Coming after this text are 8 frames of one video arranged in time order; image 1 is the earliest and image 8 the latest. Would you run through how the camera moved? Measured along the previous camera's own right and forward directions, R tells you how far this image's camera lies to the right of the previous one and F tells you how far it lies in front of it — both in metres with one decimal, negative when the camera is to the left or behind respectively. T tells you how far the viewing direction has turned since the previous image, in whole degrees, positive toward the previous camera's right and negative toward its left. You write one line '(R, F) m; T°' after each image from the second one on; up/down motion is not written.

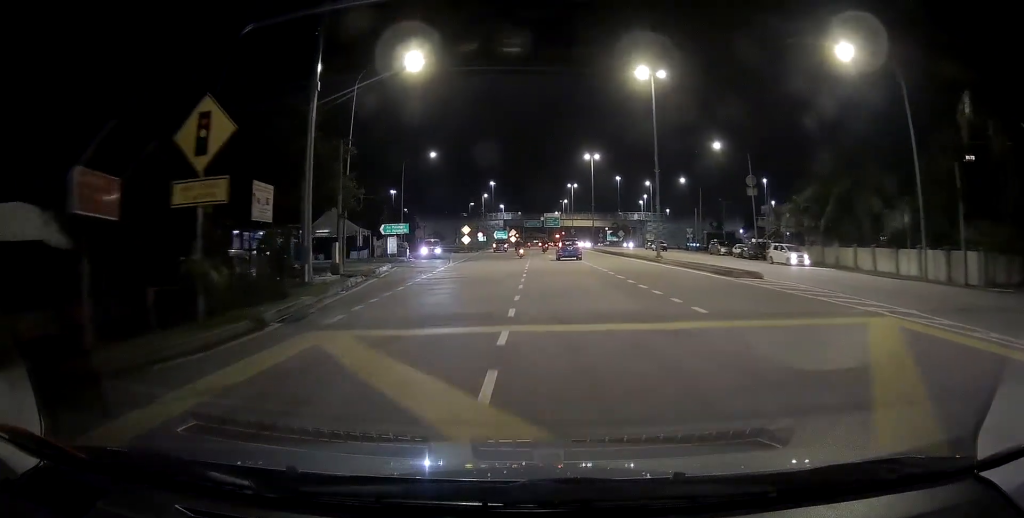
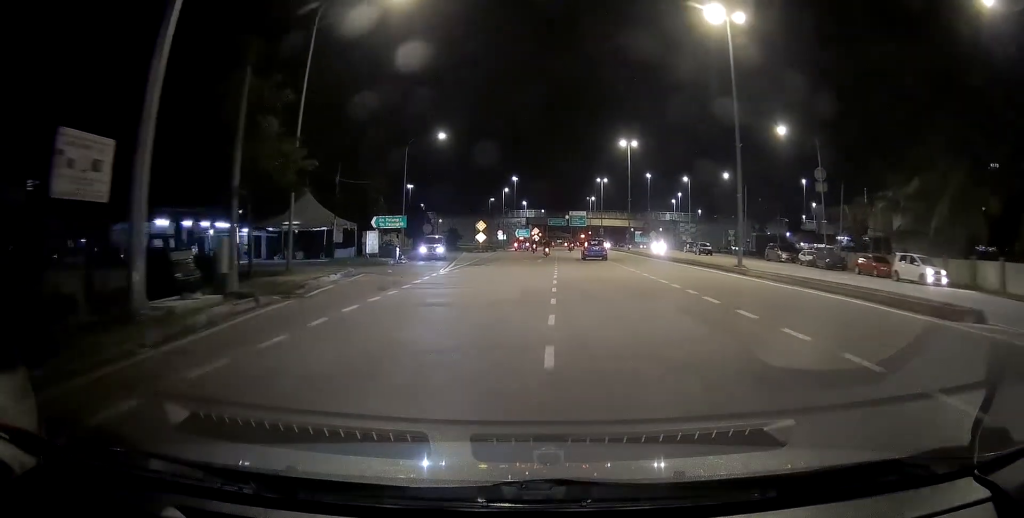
(-0.3, +10.9) m; -3°
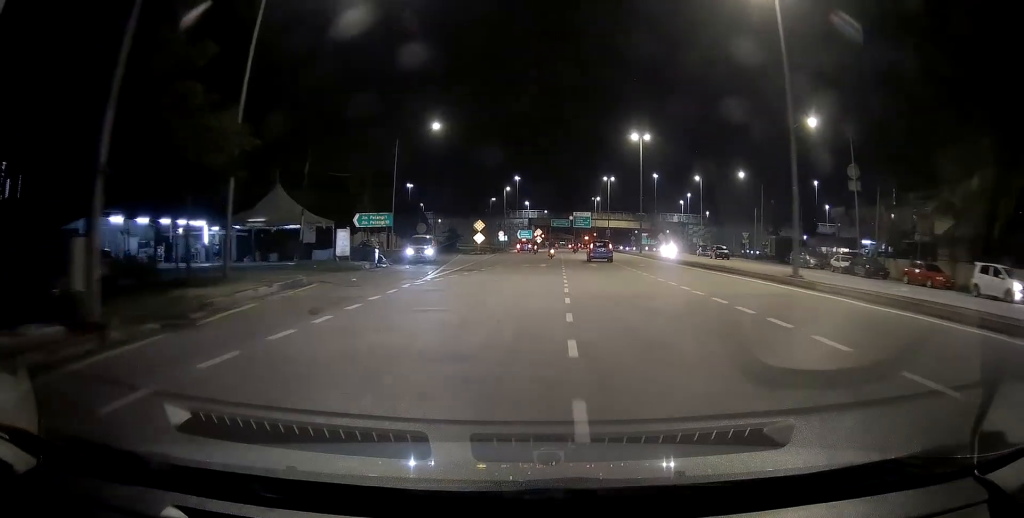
(0.0, +5.6) m; -1°
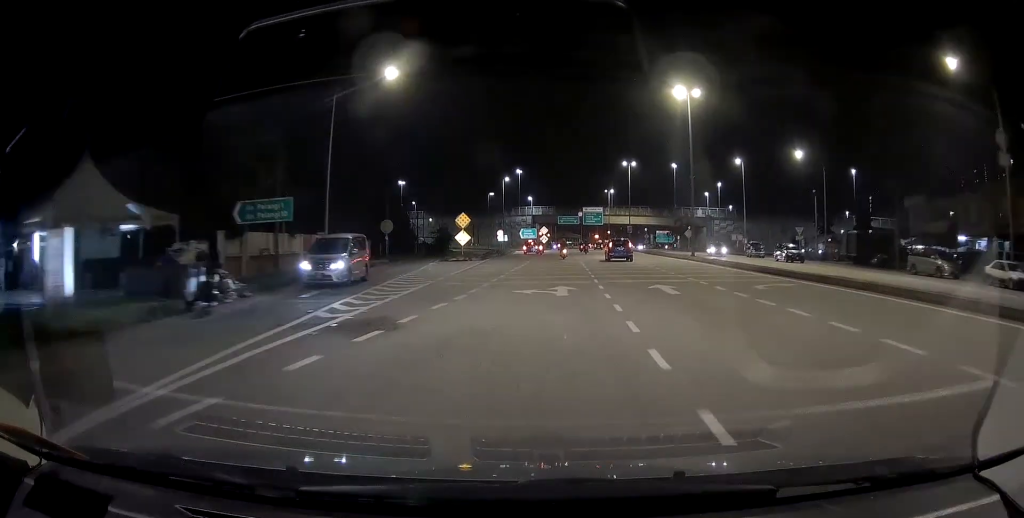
(-0.3, +18.1) m; -2°
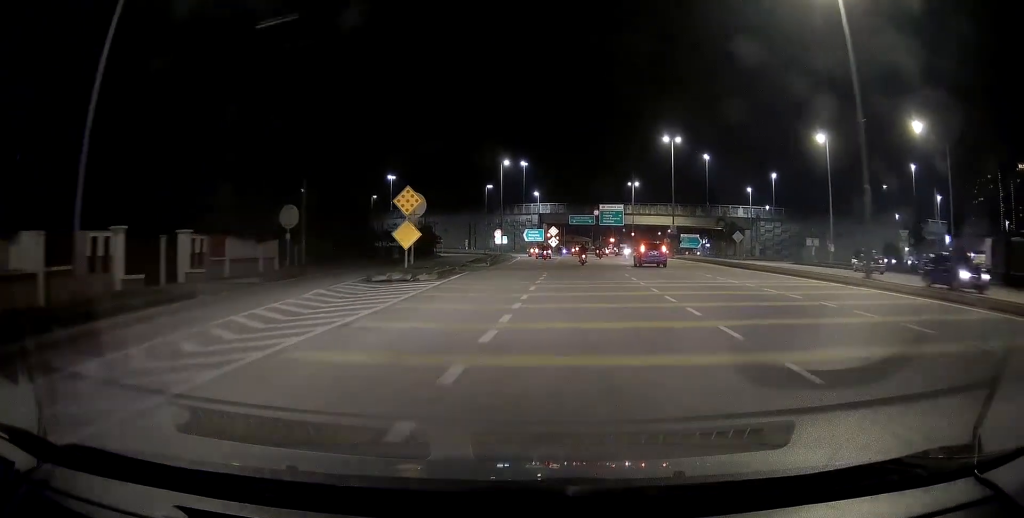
(-0.2, +22.6) m; -1°
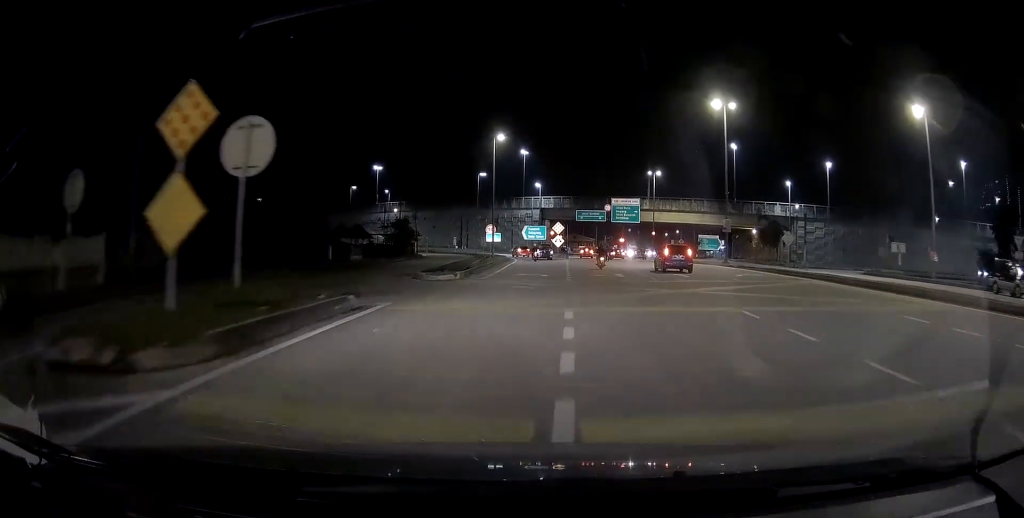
(0.0, +16.7) m; 0°
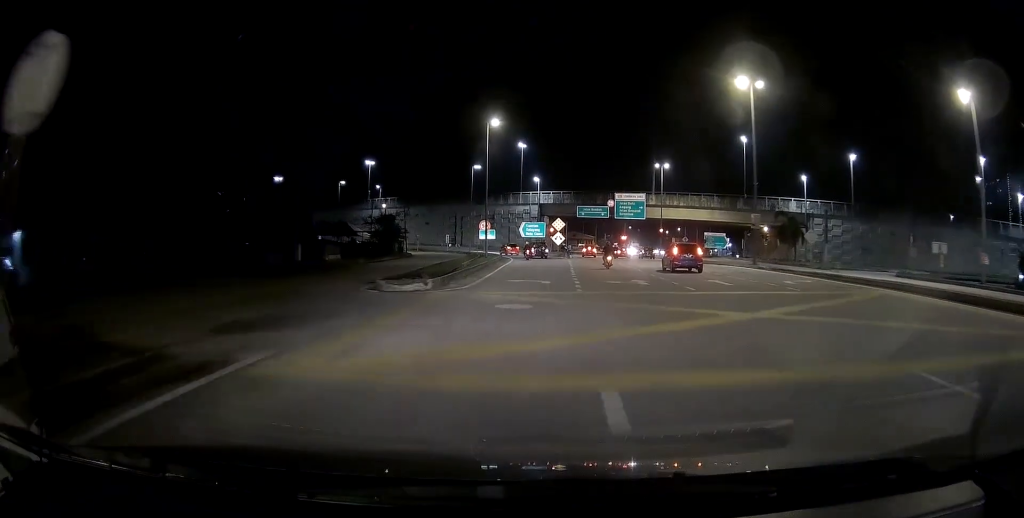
(0.0, +6.3) m; 0°
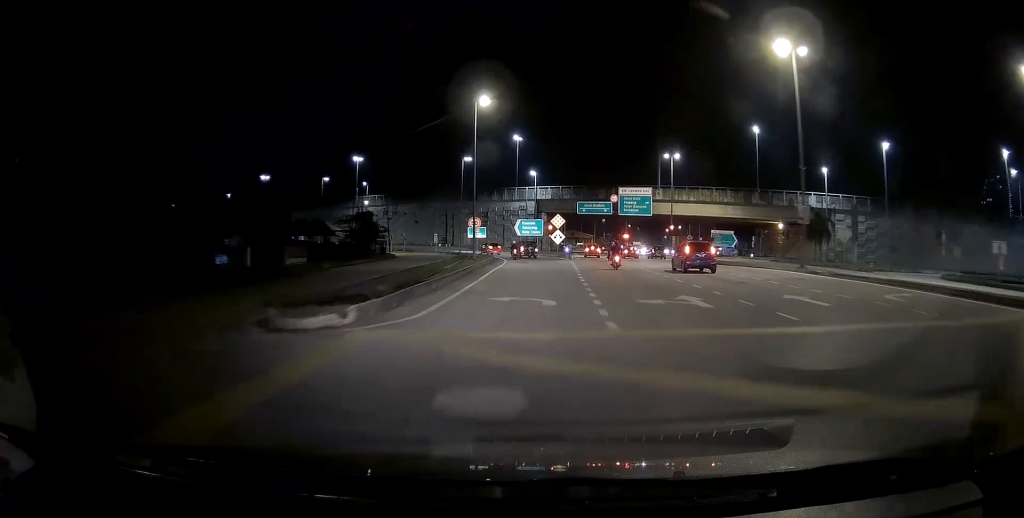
(0.0, +7.6) m; 0°
